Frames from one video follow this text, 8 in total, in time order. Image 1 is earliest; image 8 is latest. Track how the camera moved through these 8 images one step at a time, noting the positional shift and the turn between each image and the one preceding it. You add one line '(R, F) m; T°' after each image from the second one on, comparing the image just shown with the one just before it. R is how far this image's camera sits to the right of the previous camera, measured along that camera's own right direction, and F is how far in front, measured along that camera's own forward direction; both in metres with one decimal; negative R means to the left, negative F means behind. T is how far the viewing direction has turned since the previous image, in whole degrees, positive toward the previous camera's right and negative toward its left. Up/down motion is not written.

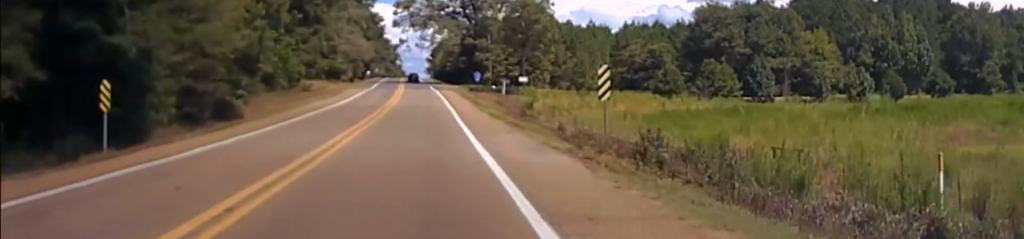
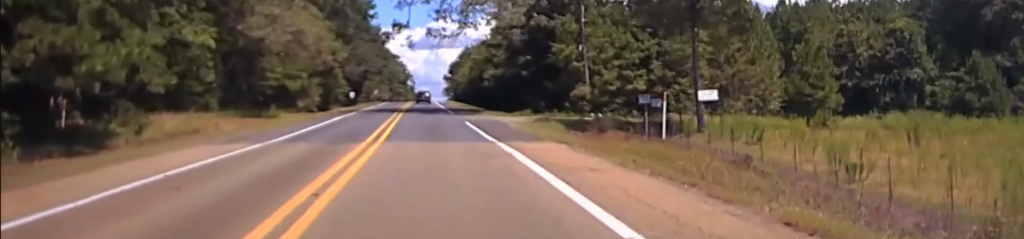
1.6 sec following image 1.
(-1.5, +71.9) m; -2°
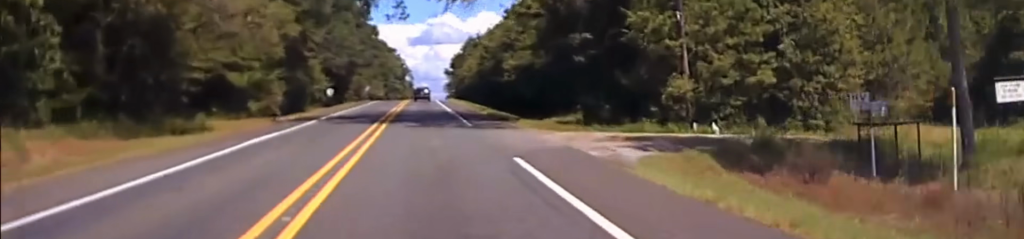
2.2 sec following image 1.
(0.0, +24.9) m; 0°
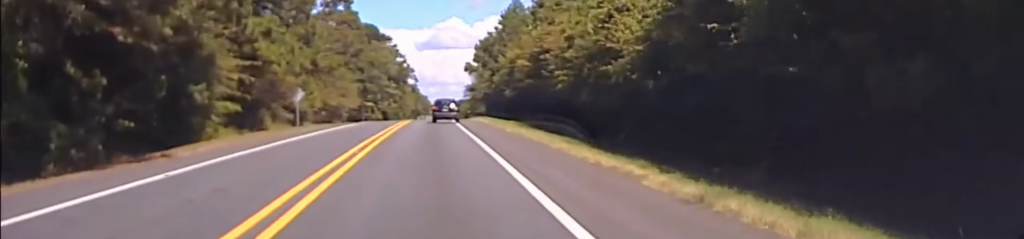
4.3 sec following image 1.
(0.0, +89.4) m; 0°
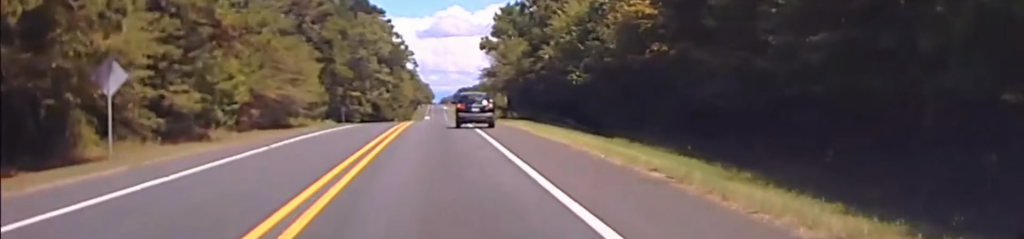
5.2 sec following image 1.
(0.0, +40.1) m; 0°
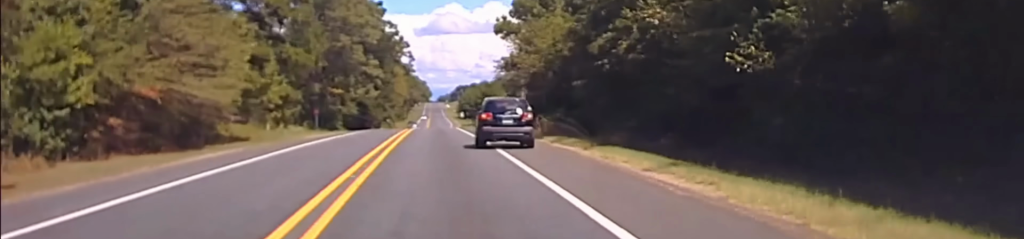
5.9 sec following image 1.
(0.0, +27.9) m; 0°
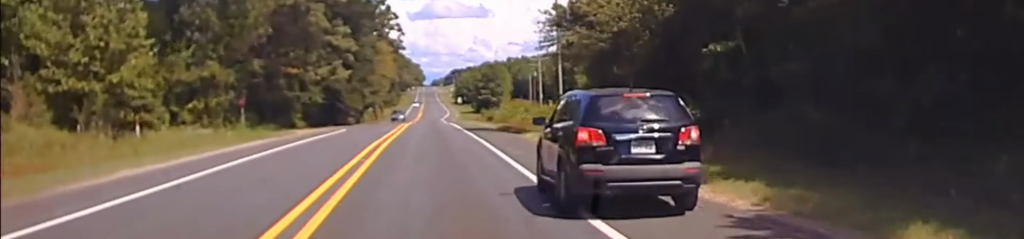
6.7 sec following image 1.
(0.0, +34.0) m; 0°
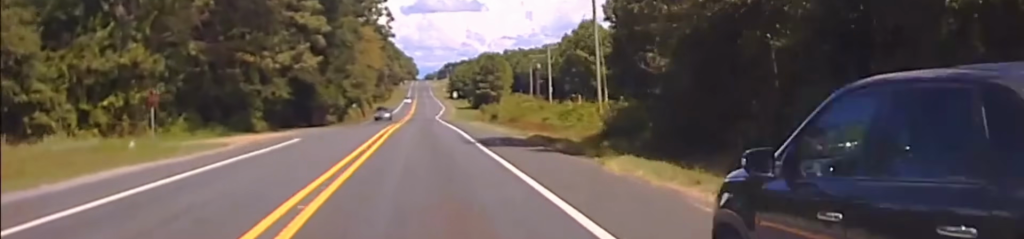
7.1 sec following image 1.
(0.0, +18.7) m; 0°
